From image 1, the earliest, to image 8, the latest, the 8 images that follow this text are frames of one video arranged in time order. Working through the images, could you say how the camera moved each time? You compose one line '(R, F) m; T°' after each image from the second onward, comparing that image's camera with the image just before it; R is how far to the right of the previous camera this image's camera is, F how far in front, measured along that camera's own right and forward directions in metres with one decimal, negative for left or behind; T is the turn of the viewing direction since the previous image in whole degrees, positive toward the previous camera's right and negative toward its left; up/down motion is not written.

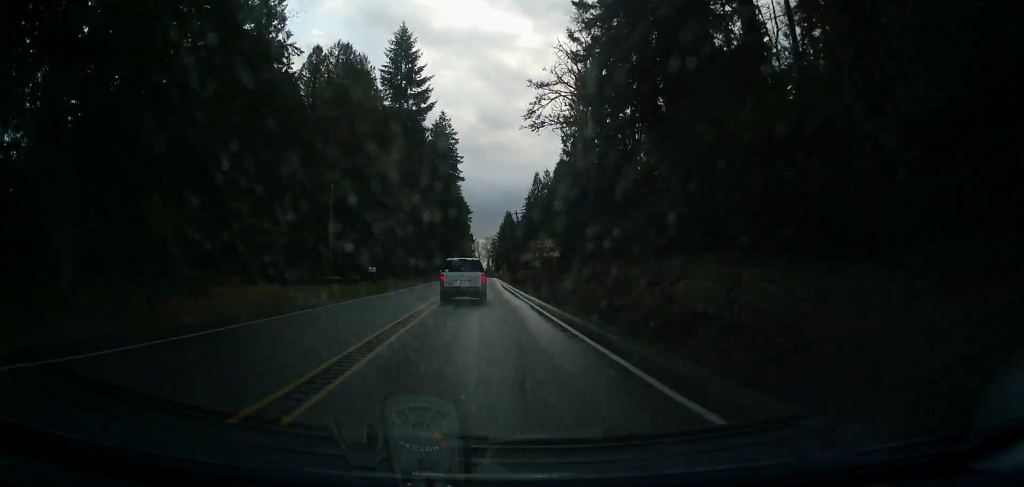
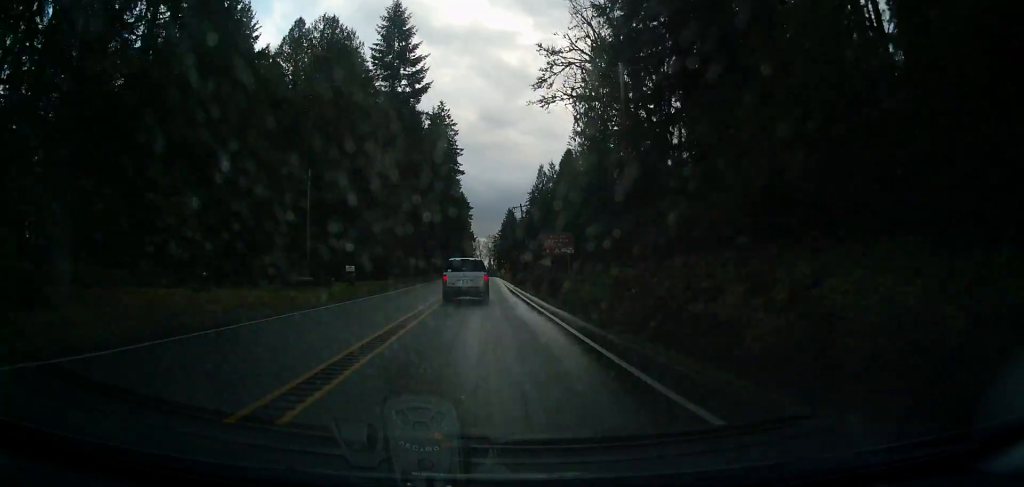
(0.0, +10.6) m; 0°
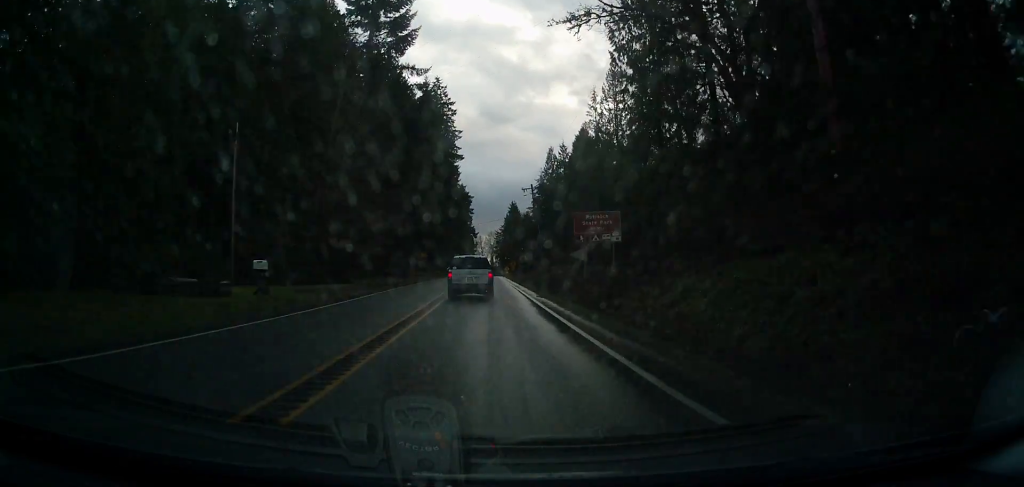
(0.0, +20.9) m; -1°
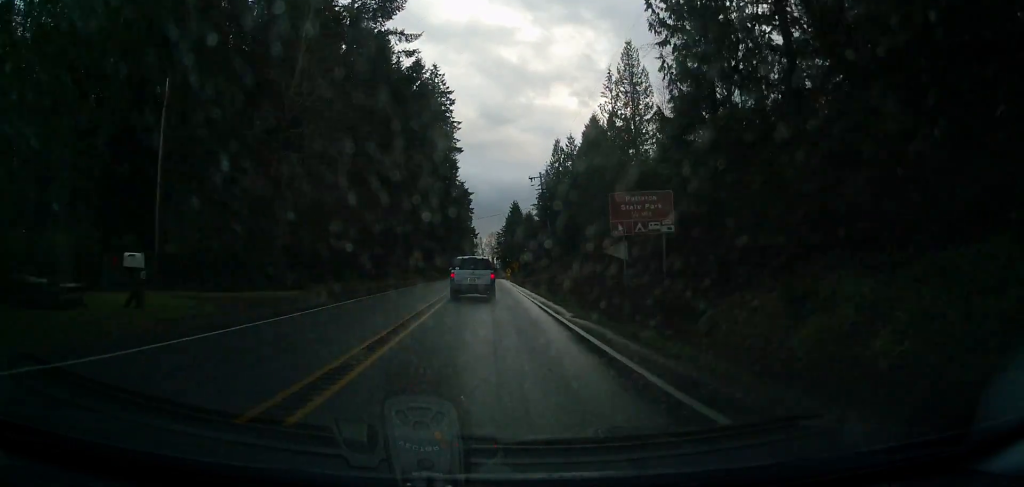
(-0.3, +11.4) m; -1°
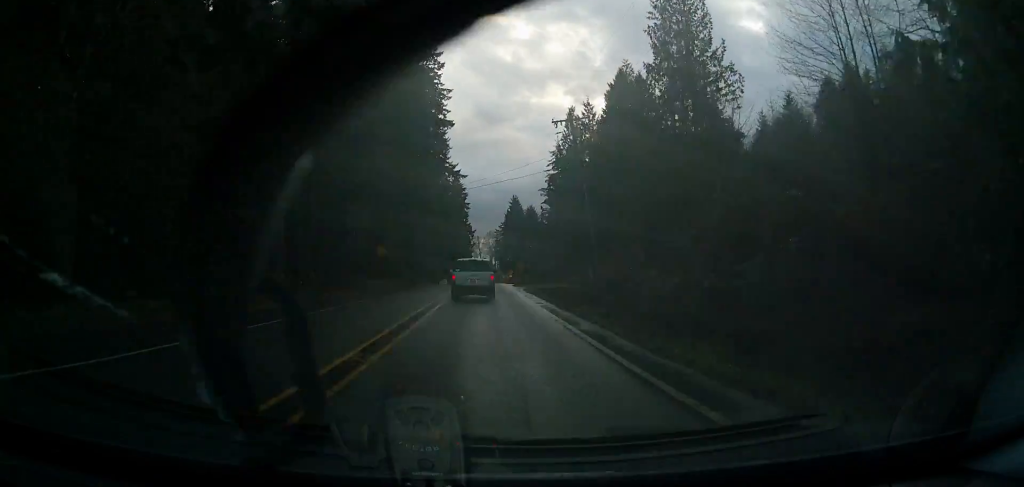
(-0.2, +25.7) m; 0°
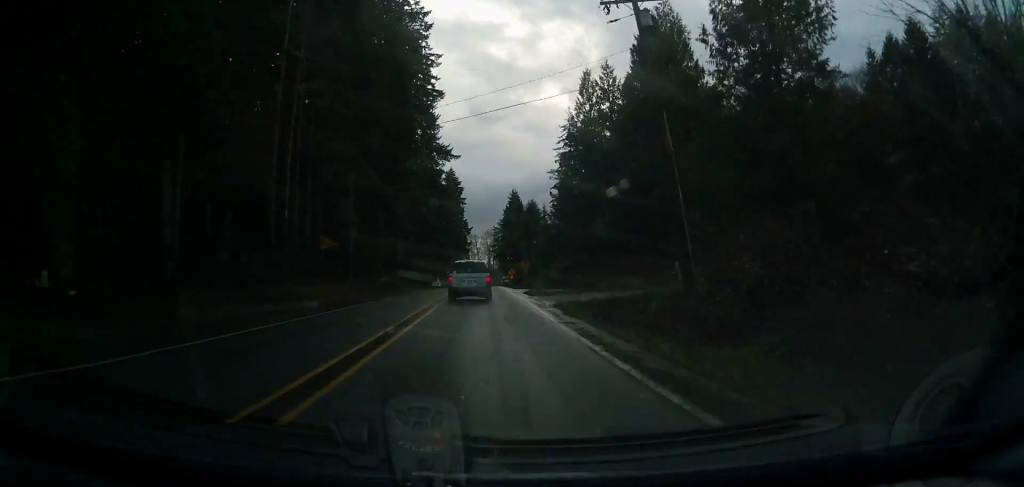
(+0.3, +18.2) m; +1°
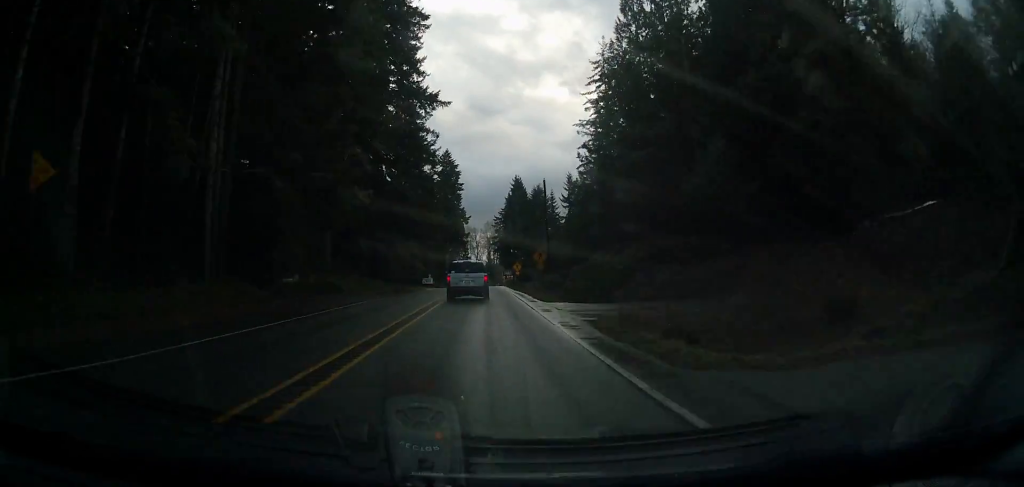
(+0.1, +26.8) m; 0°
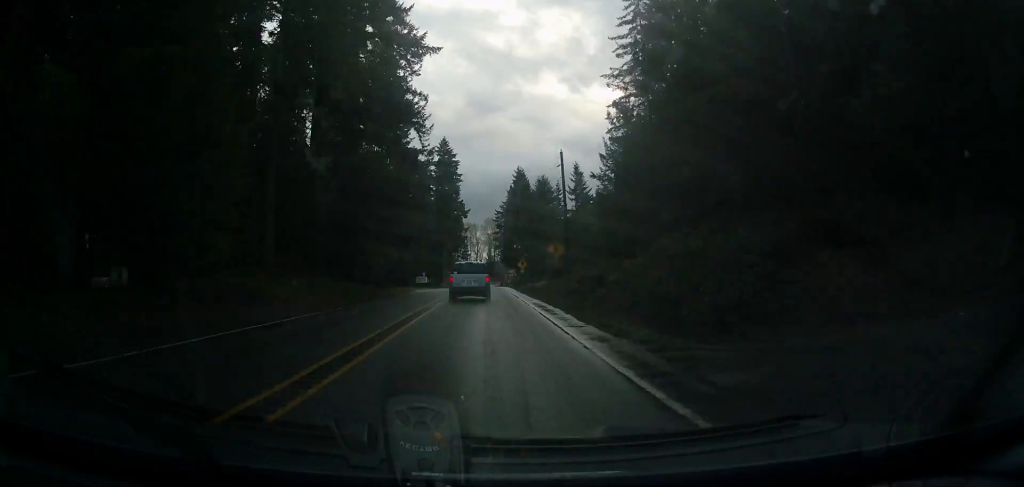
(0.0, +15.6) m; 0°
